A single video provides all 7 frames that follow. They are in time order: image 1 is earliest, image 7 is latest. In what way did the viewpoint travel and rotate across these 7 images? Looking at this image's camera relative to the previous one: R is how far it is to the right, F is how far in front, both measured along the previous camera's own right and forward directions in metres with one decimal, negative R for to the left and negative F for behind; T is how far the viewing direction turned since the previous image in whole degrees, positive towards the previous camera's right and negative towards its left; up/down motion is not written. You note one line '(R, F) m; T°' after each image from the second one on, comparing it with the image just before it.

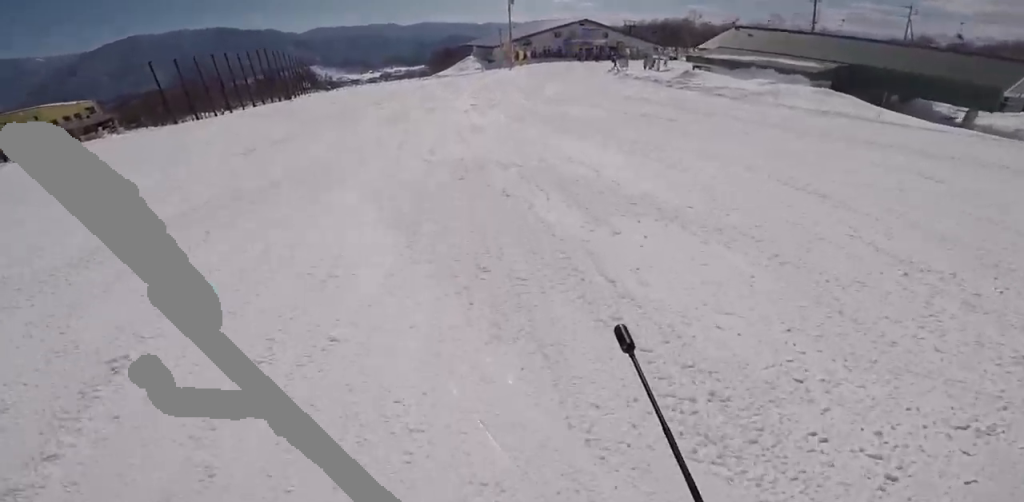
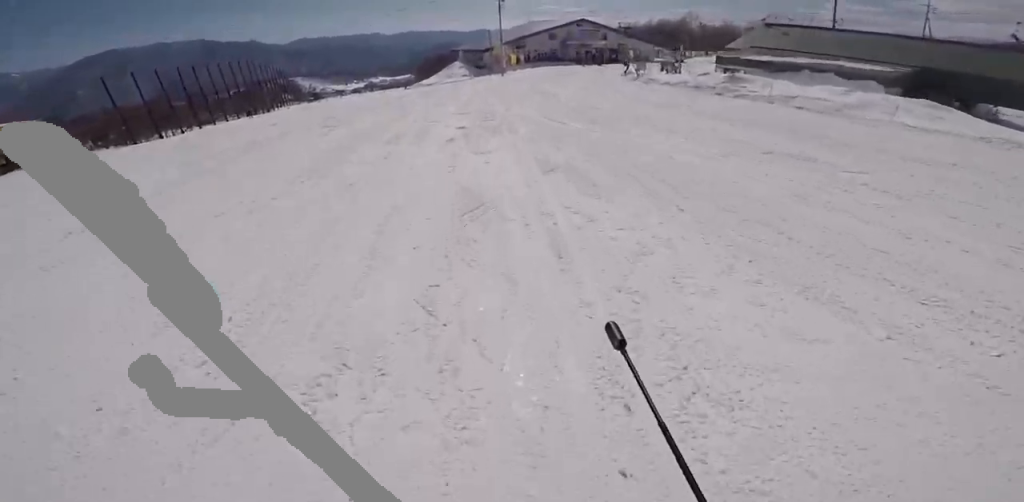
(+0.9, +7.5) m; +2°
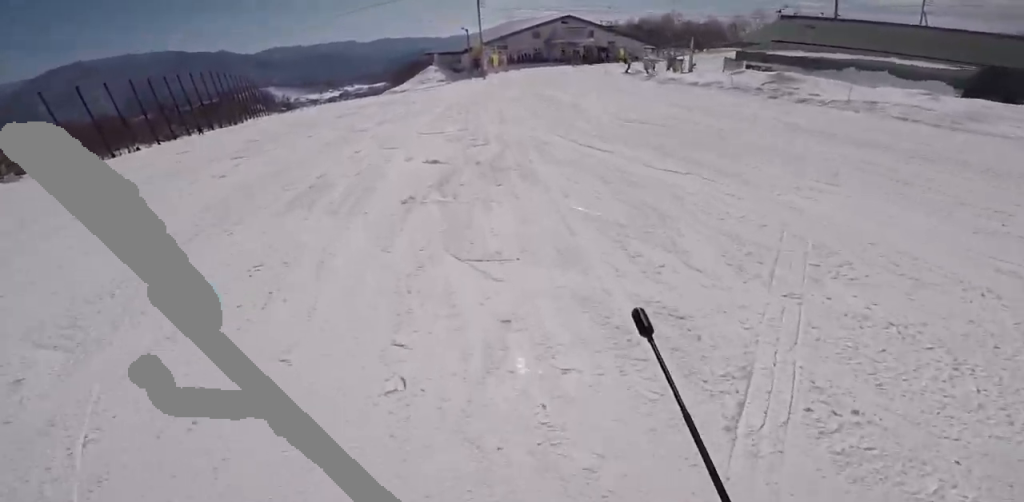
(-0.6, +5.7) m; -2°
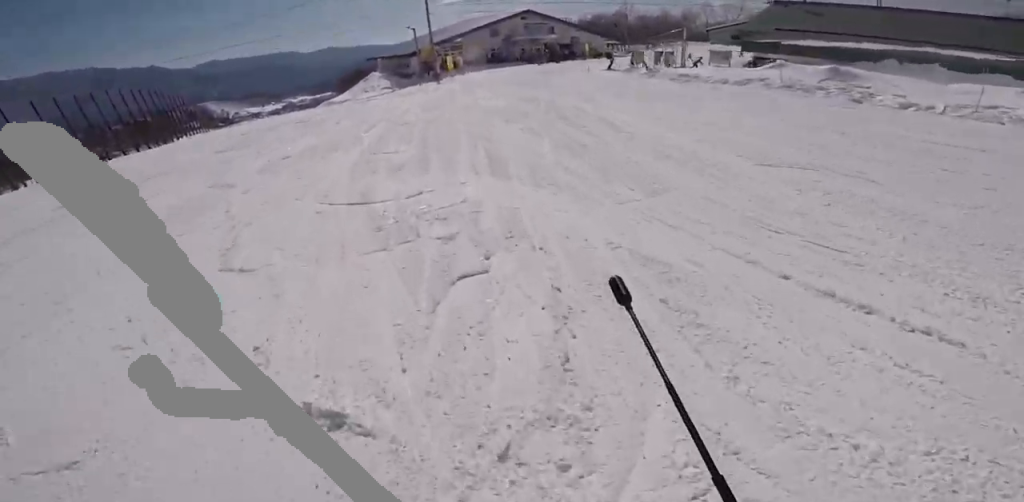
(+0.1, +5.9) m; +4°
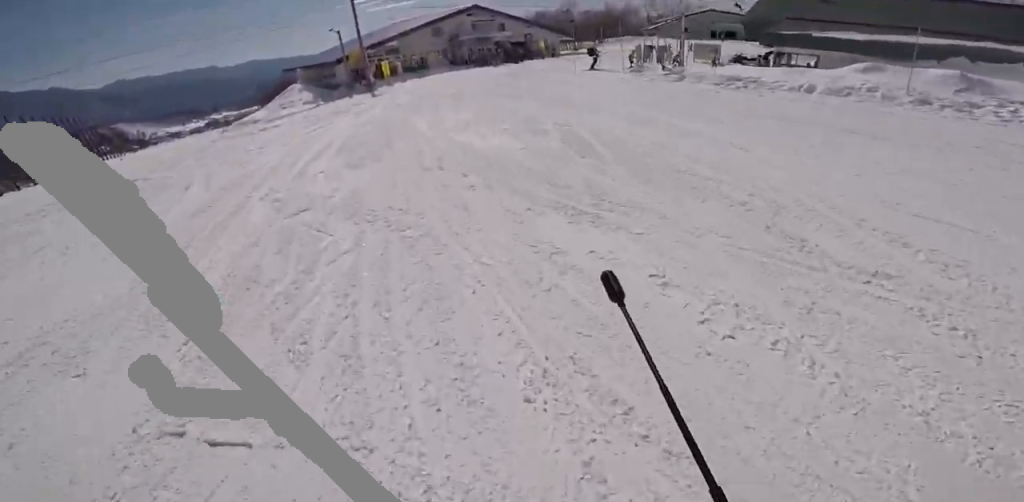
(+0.3, +5.8) m; +6°
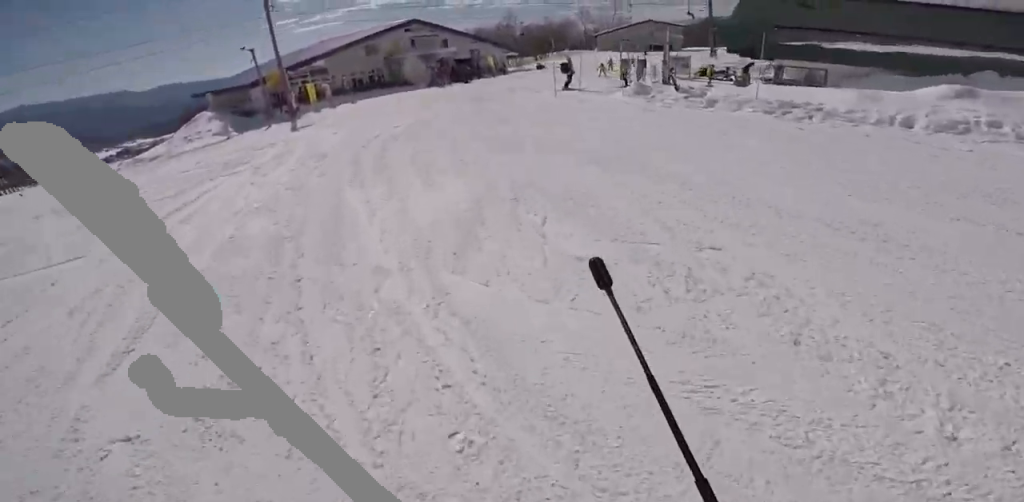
(+0.3, +4.2) m; +4°
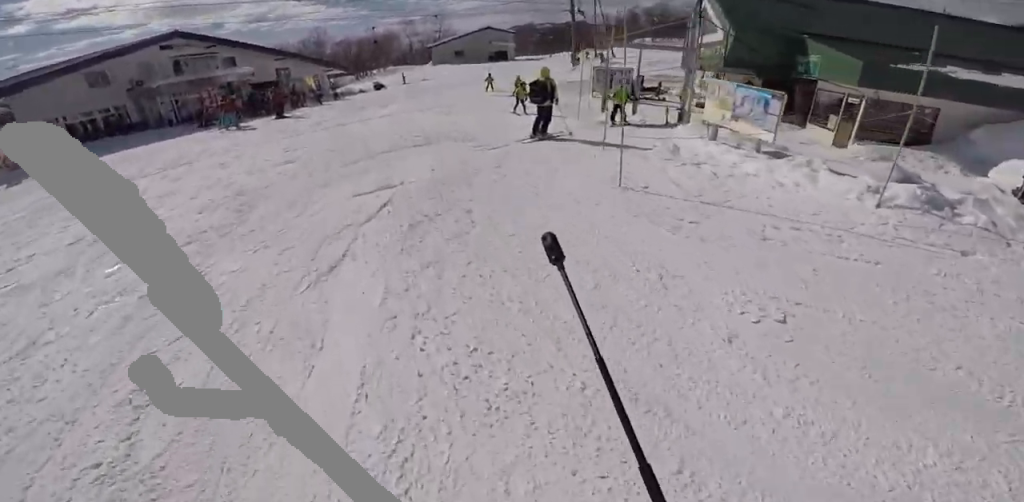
(+1.0, +10.9) m; +11°
